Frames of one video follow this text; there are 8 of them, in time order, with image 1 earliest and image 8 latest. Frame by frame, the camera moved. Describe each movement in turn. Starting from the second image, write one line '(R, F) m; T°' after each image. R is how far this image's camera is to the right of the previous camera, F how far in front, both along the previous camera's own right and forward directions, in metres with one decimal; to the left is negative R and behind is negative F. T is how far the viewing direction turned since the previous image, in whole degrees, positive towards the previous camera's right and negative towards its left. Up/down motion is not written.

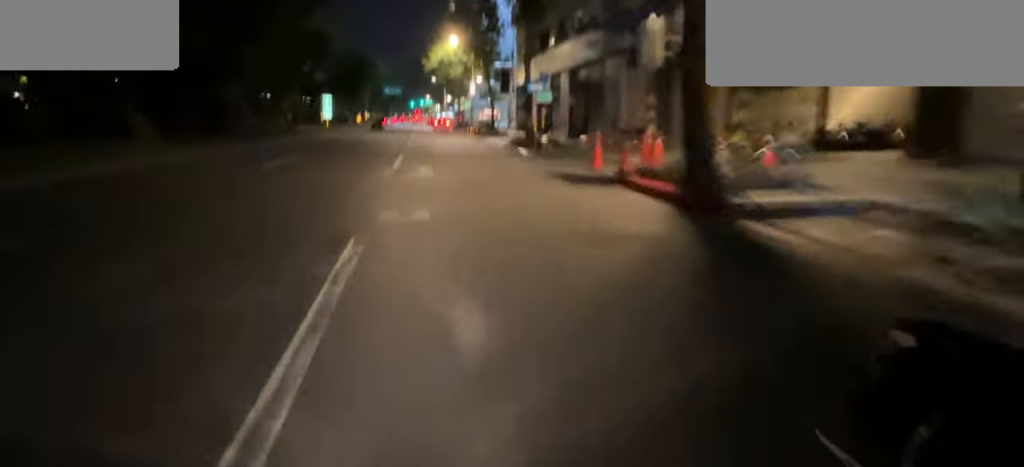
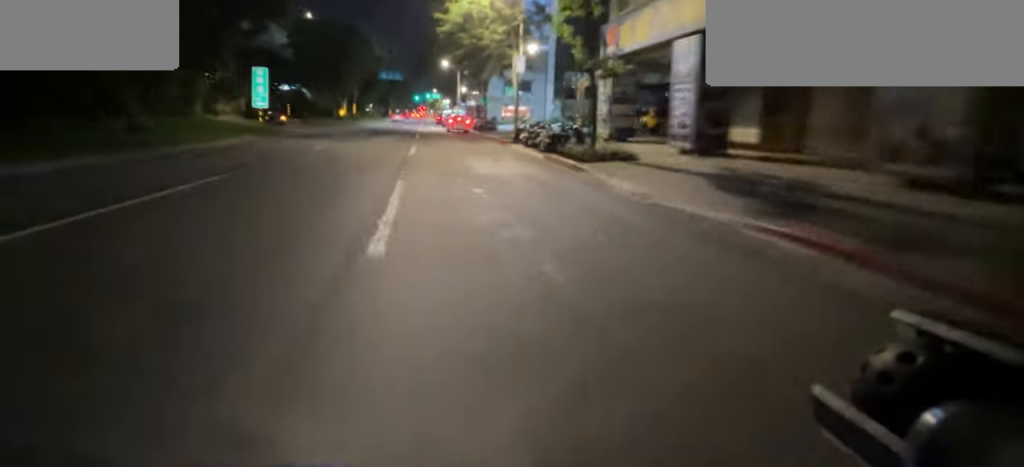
(-0.3, +15.3) m; -3°
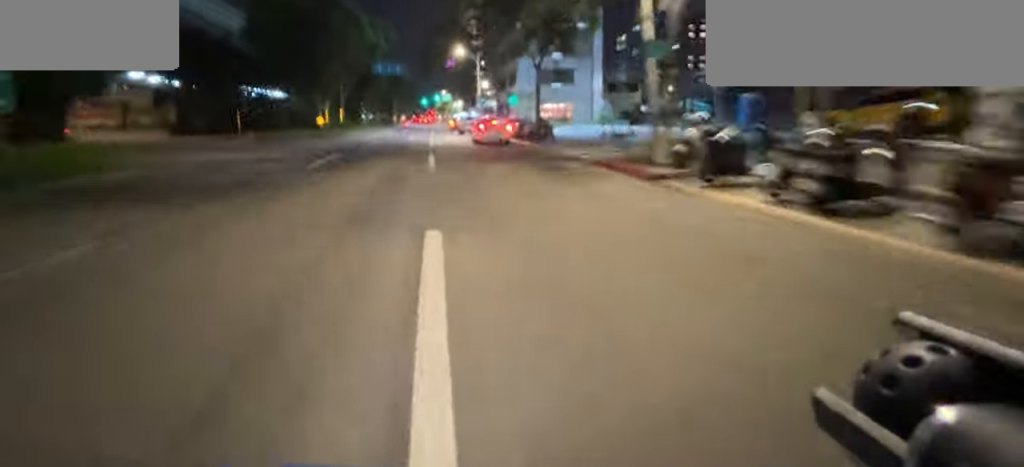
(-0.3, +13.5) m; -1°
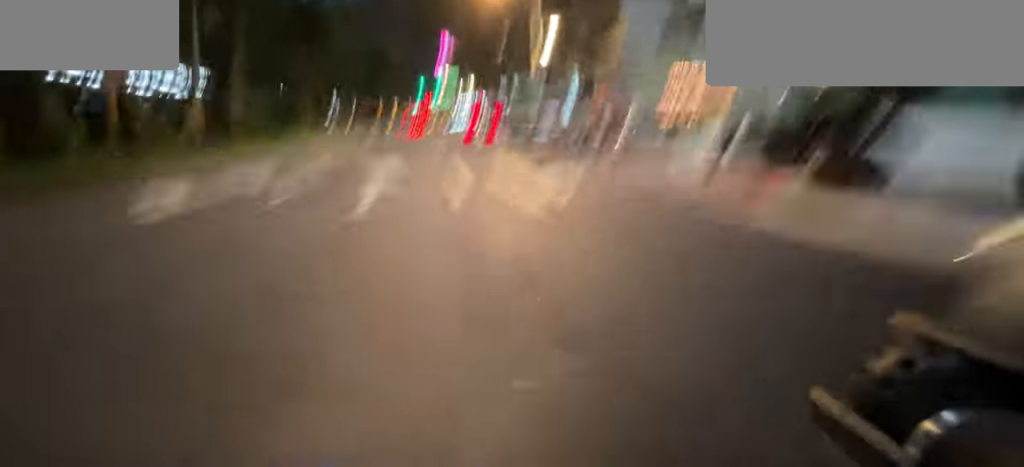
(+0.2, +21.7) m; +1°
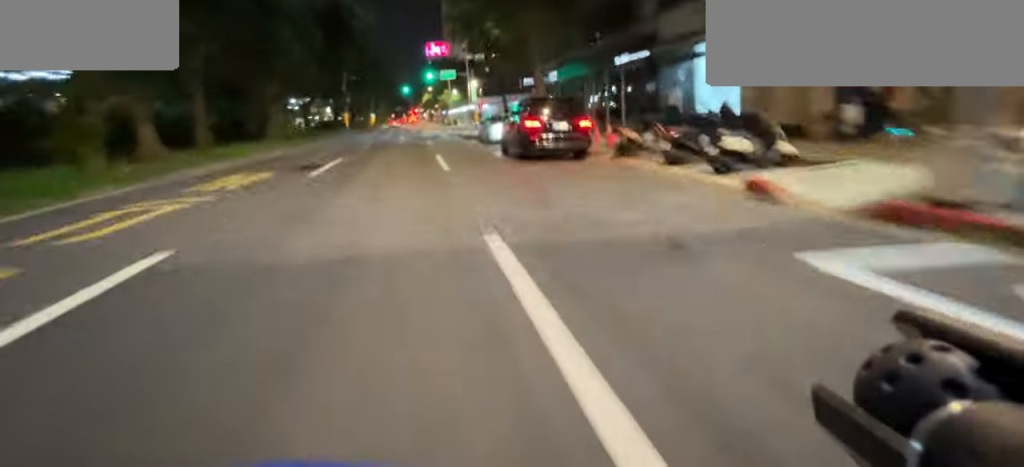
(0.0, +15.0) m; 0°
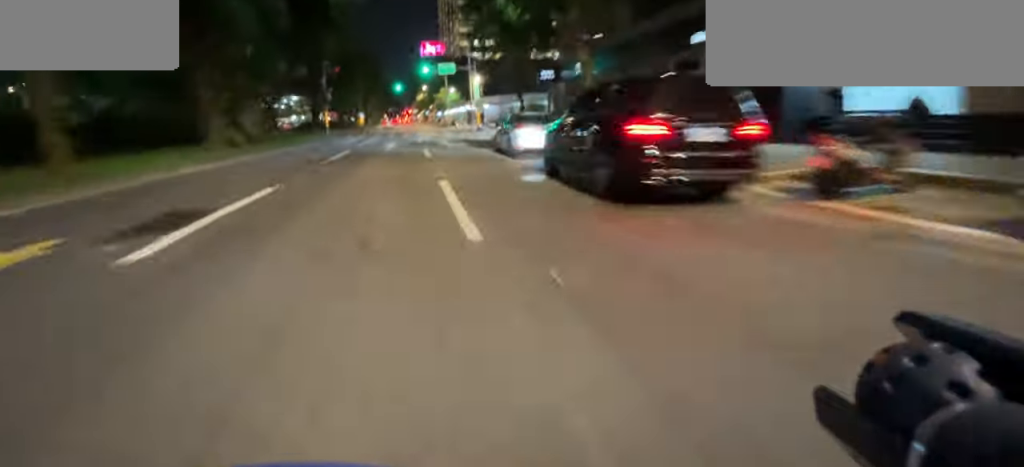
(0.0, +5.5) m; 0°
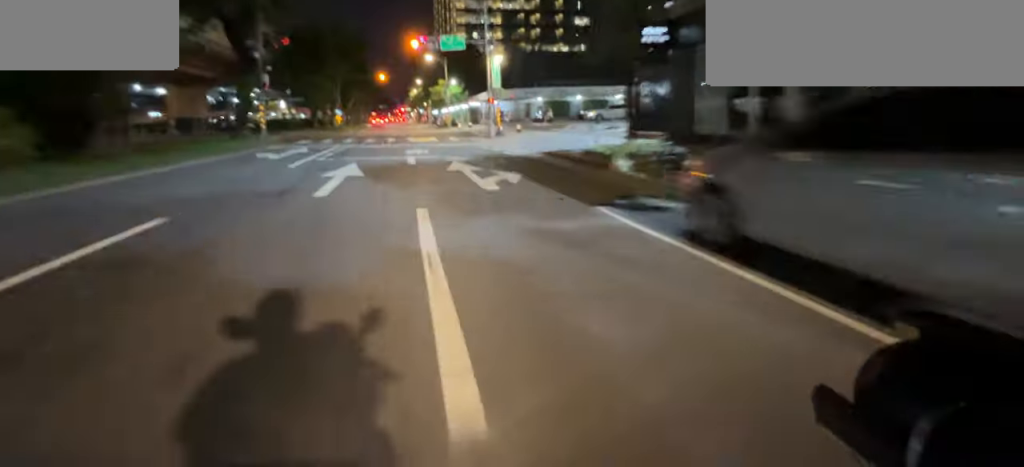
(0.0, +11.8) m; +1°
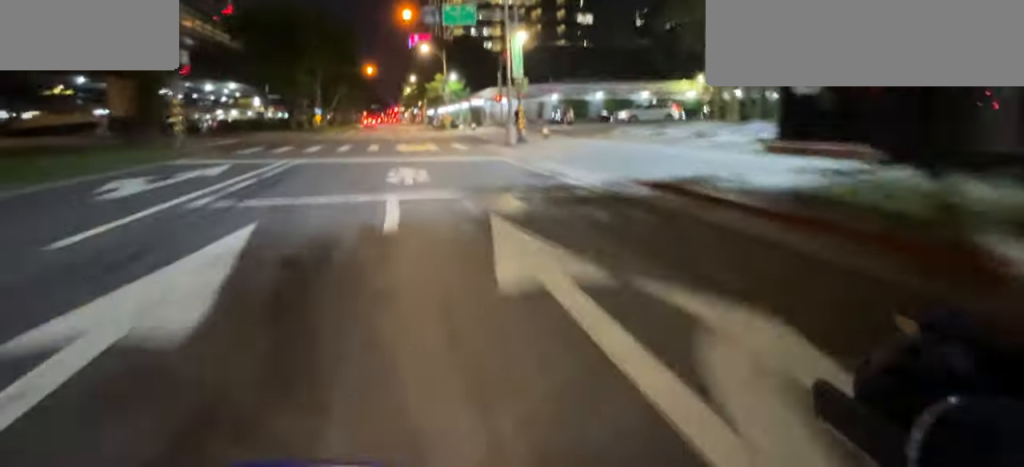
(-0.1, +6.7) m; +1°
